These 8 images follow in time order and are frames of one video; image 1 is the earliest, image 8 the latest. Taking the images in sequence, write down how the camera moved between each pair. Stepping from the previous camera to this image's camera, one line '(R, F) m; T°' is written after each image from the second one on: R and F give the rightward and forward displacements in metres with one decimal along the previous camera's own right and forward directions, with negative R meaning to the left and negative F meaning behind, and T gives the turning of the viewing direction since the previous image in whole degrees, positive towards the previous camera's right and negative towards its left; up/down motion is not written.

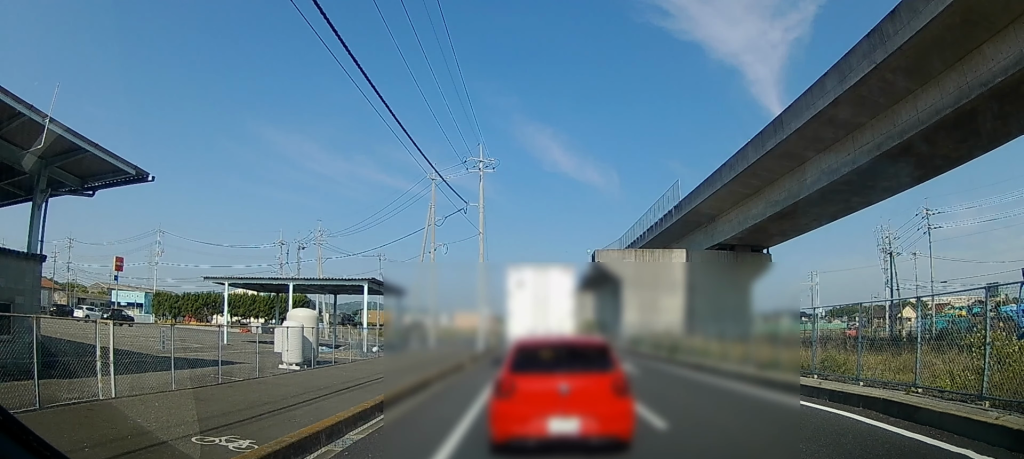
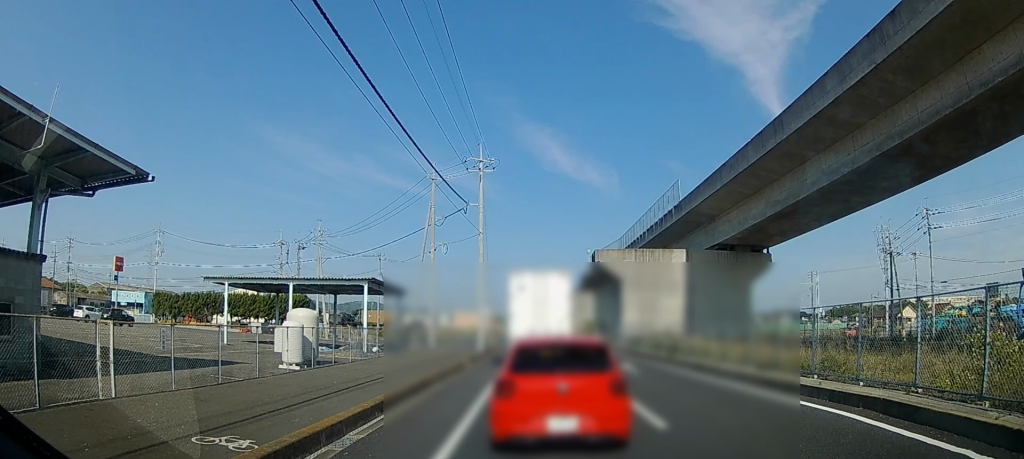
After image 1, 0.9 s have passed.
(0.0, +0.4) m; 0°
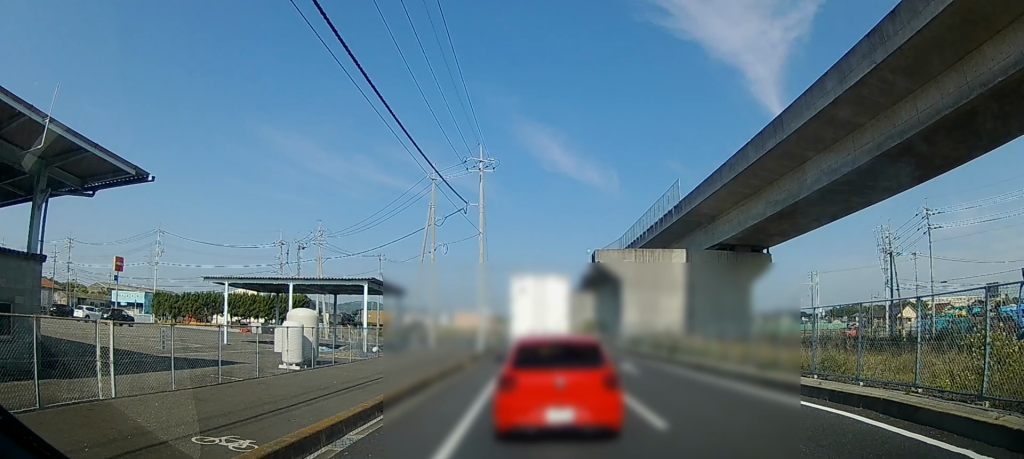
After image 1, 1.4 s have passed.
(0.0, +0.1) m; 0°
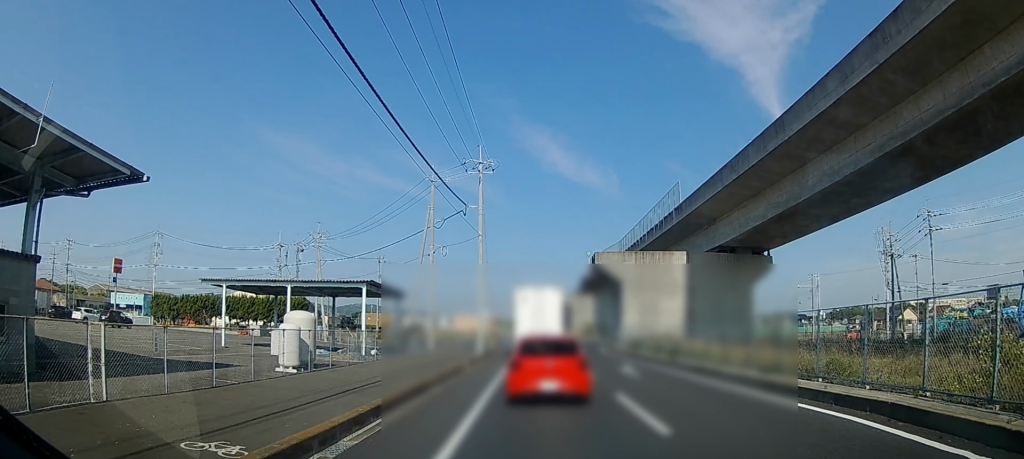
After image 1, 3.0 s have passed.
(0.0, +0.4) m; 0°
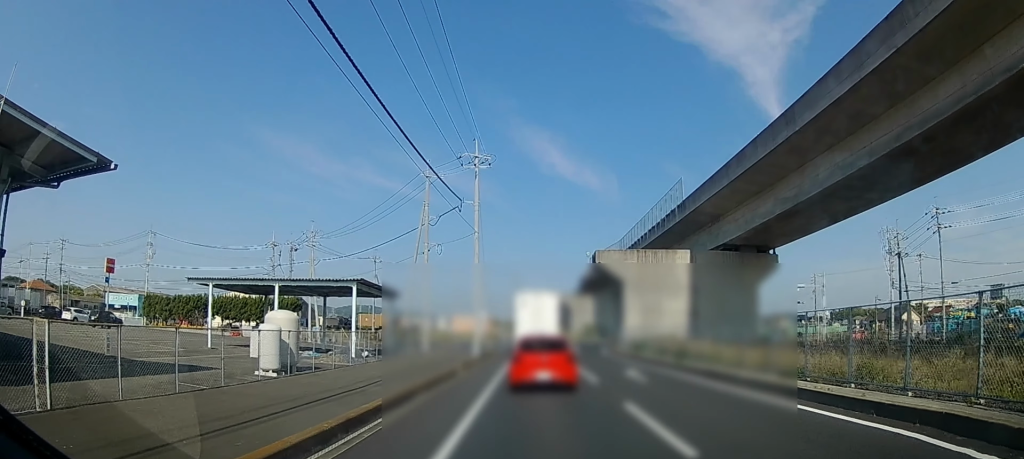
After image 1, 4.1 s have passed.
(-0.1, +0.7) m; 0°
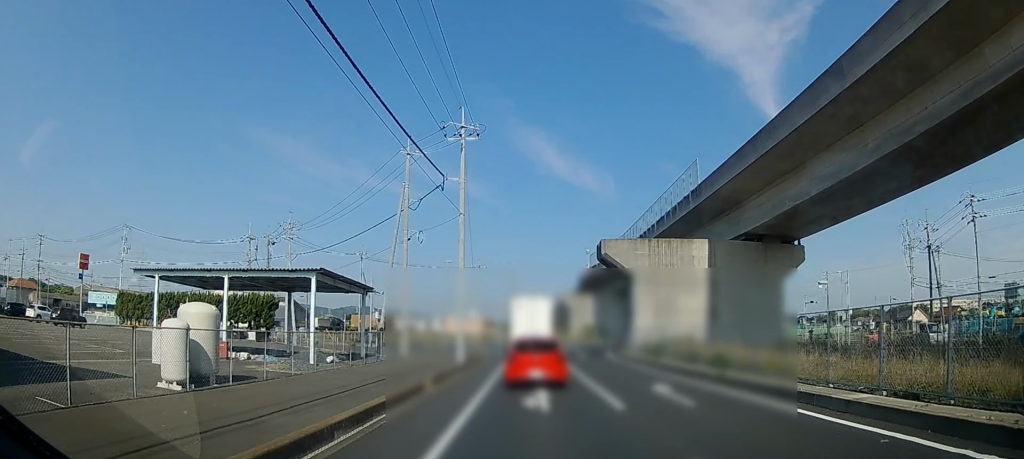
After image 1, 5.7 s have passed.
(-0.1, +2.5) m; +5°
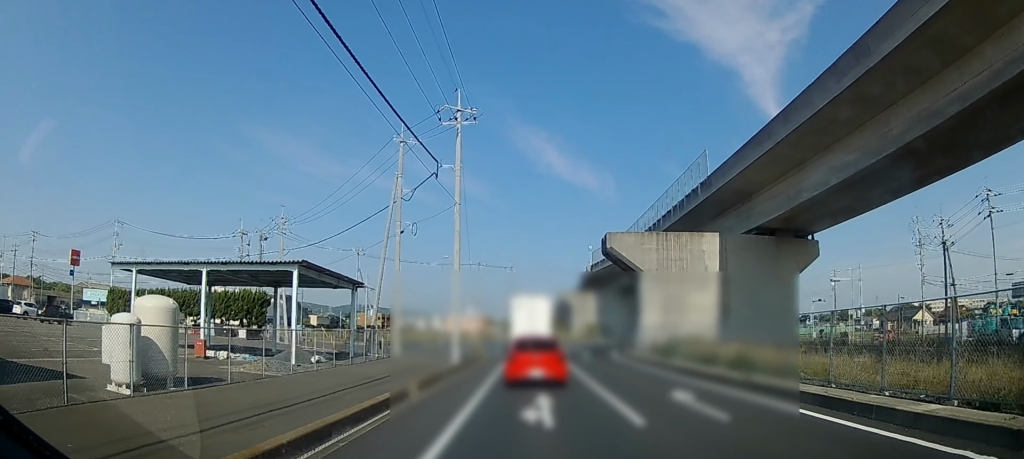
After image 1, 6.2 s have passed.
(+0.1, +1.5) m; -1°
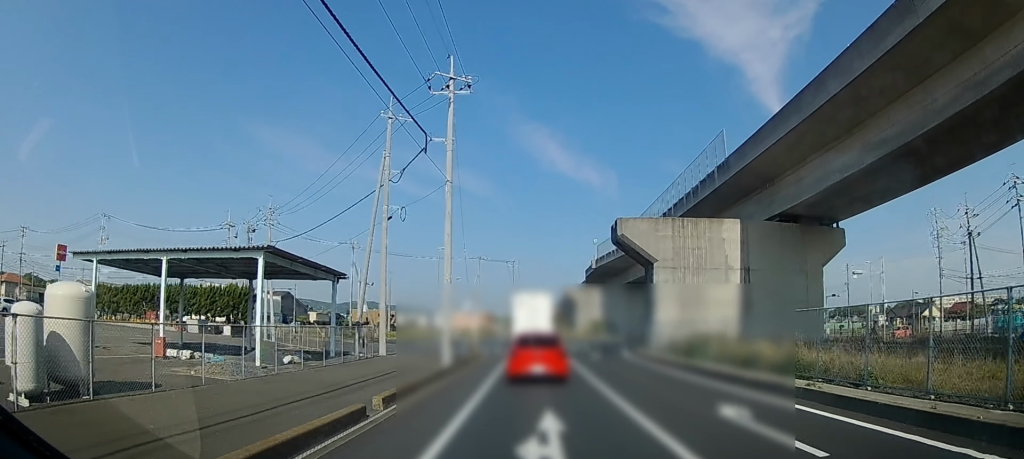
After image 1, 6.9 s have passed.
(+0.1, +2.3) m; -2°
